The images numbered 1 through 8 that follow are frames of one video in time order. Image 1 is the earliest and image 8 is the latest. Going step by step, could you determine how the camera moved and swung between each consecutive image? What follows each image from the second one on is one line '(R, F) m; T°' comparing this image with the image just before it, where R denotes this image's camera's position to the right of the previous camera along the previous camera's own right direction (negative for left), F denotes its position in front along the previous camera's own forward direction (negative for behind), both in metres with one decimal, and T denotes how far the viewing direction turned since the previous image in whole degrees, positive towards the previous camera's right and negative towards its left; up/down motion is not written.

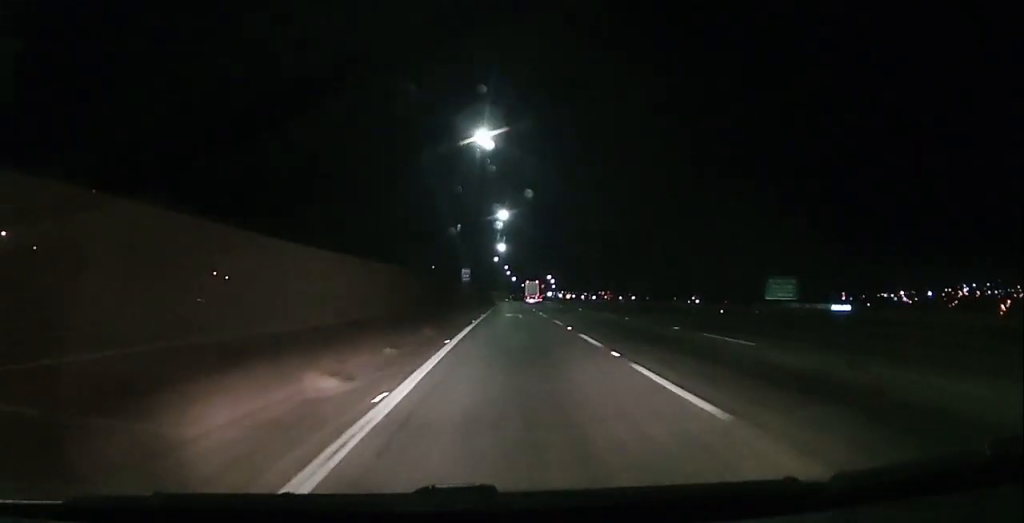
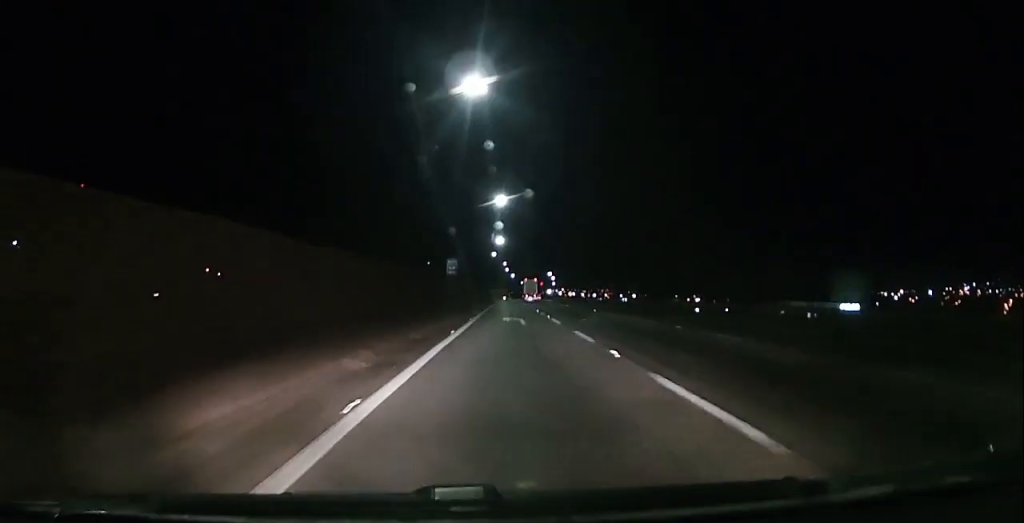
(0.0, +10.1) m; +1°
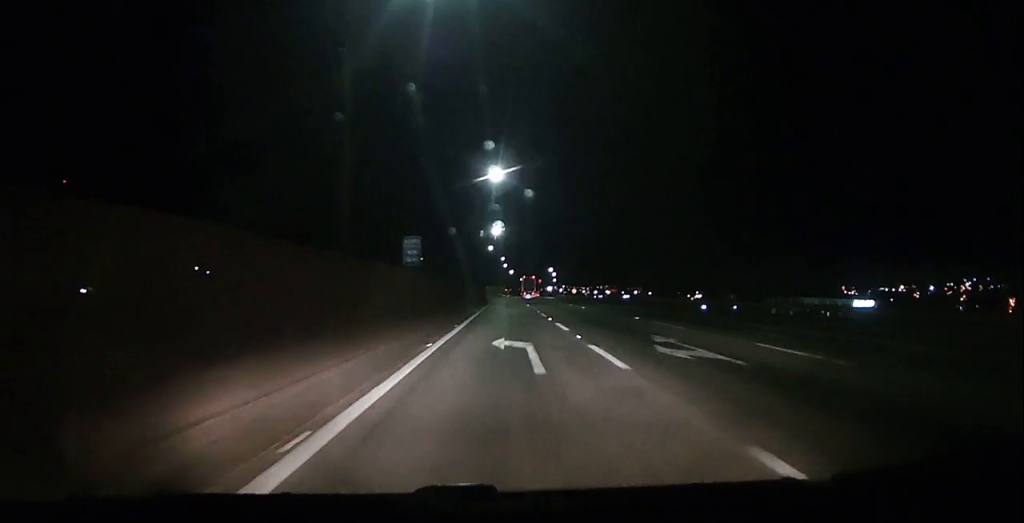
(+0.2, +14.5) m; +1°
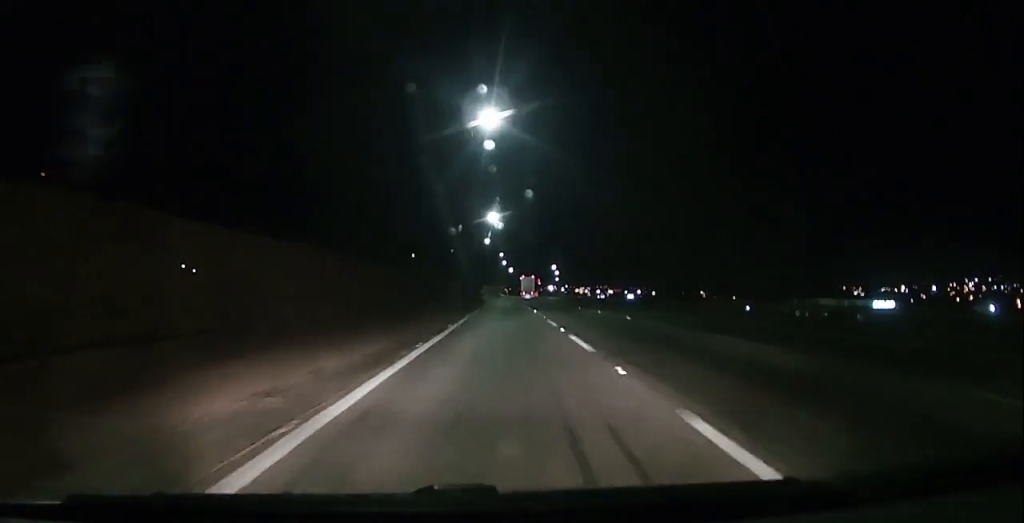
(+0.3, +17.9) m; +1°
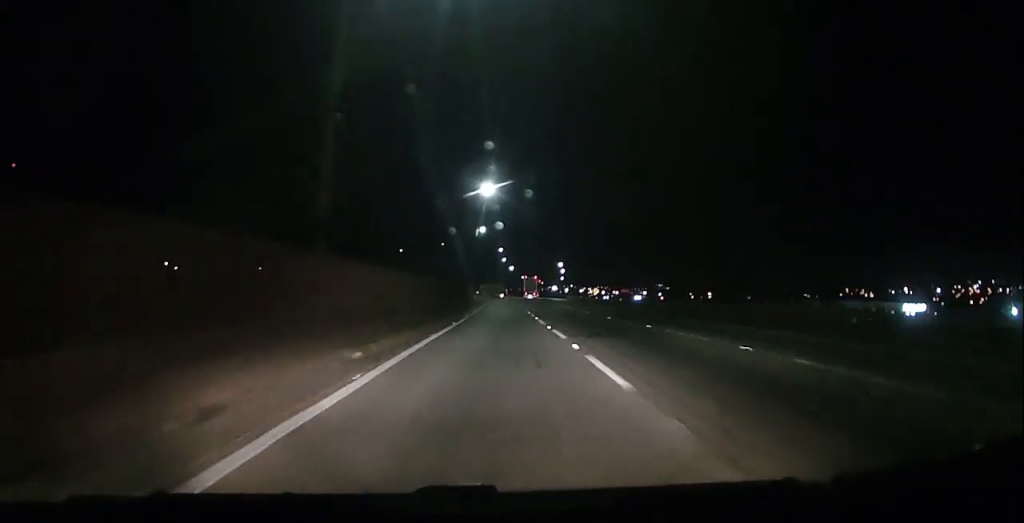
(0.0, +23.4) m; 0°
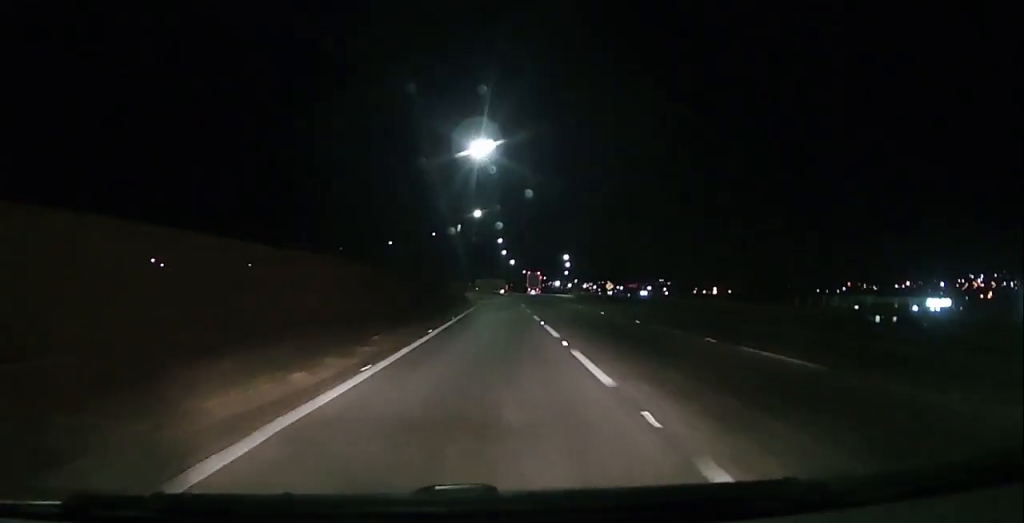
(-0.1, +16.6) m; 0°
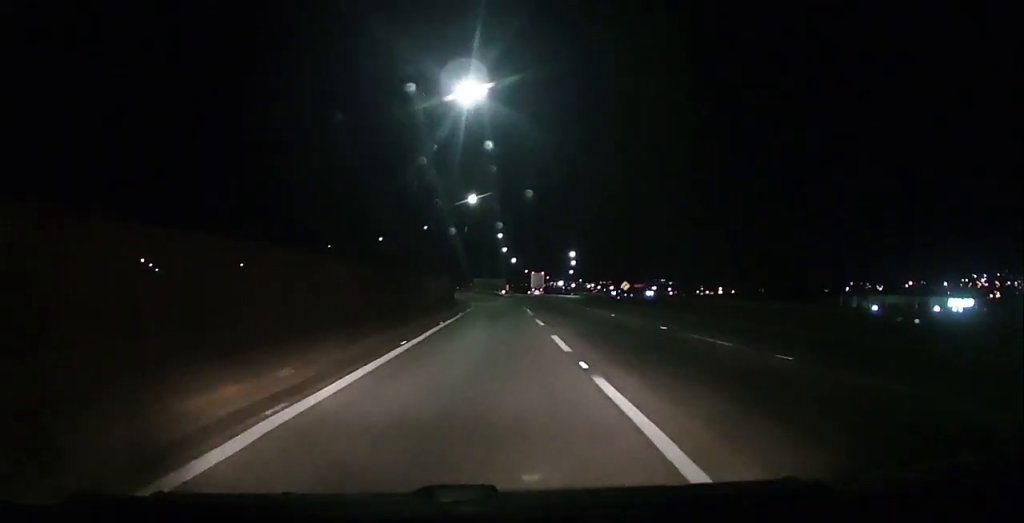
(0.0, +13.6) m; 0°
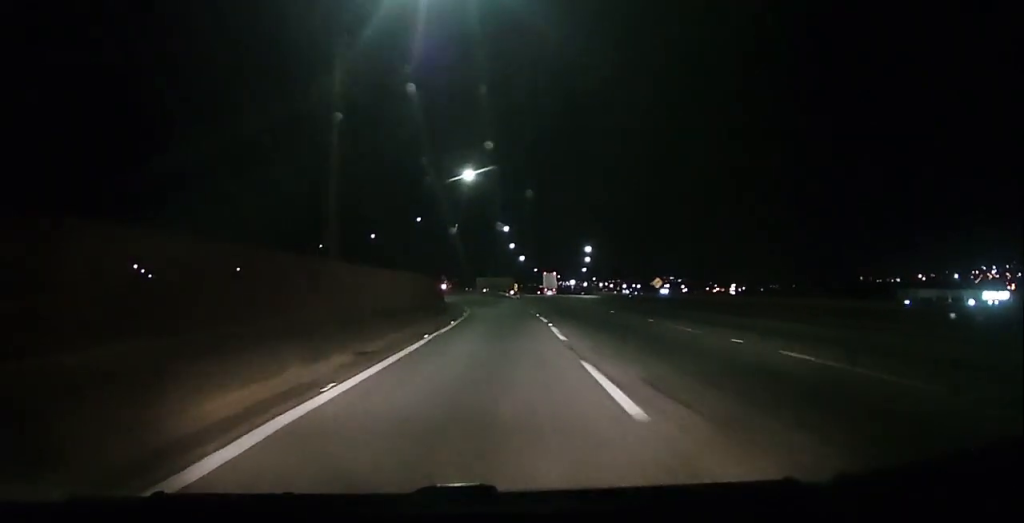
(0.0, +16.2) m; 0°
